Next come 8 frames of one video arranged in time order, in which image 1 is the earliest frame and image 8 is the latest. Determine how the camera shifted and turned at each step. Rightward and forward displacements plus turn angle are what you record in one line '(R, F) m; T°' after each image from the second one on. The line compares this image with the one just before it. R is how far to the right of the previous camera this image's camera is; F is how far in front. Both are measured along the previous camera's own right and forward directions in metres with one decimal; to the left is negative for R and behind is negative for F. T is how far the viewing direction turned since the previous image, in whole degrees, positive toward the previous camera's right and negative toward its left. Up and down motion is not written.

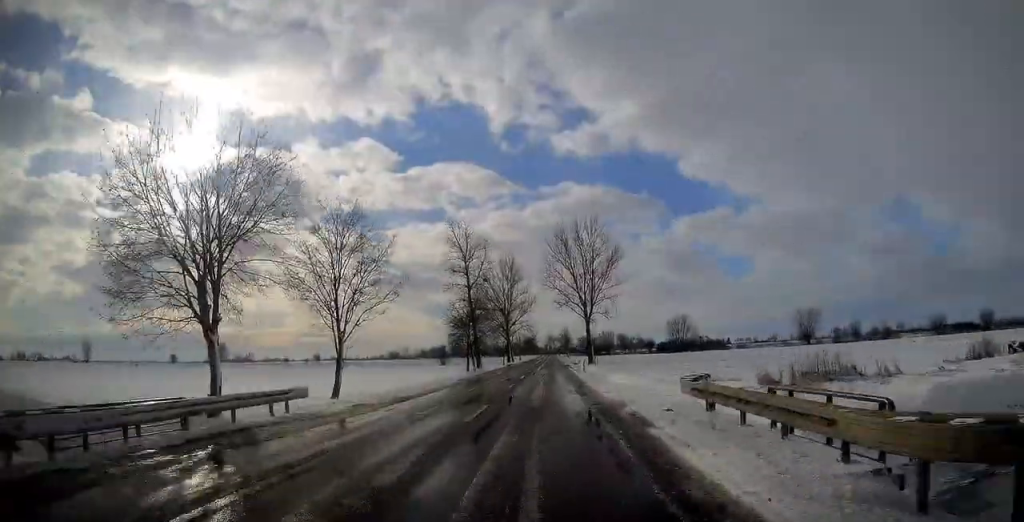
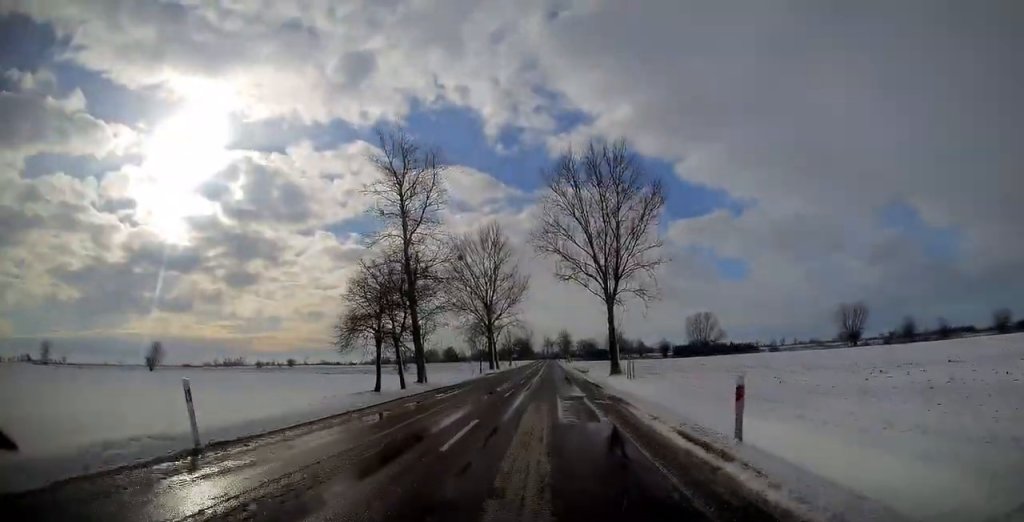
(+0.1, +39.6) m; 0°
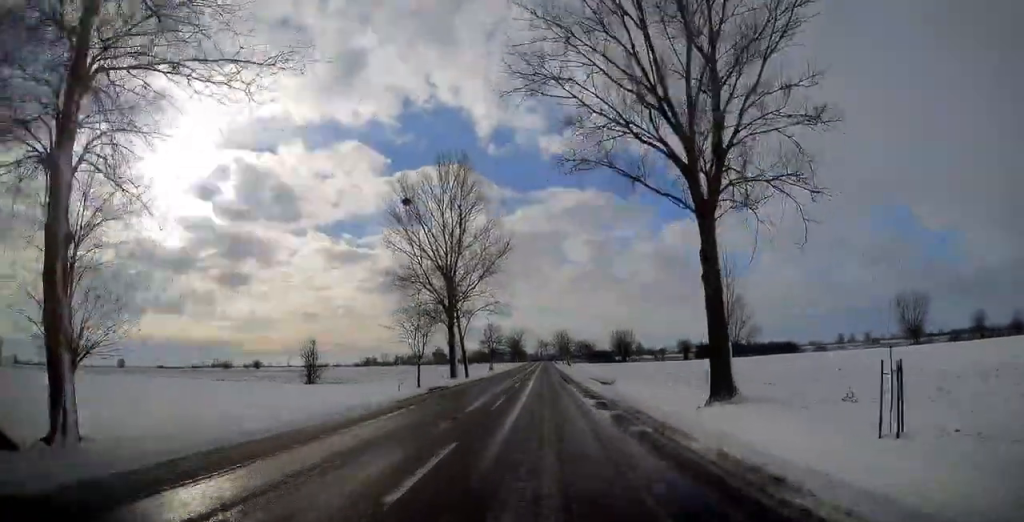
(+0.2, +39.3) m; 0°
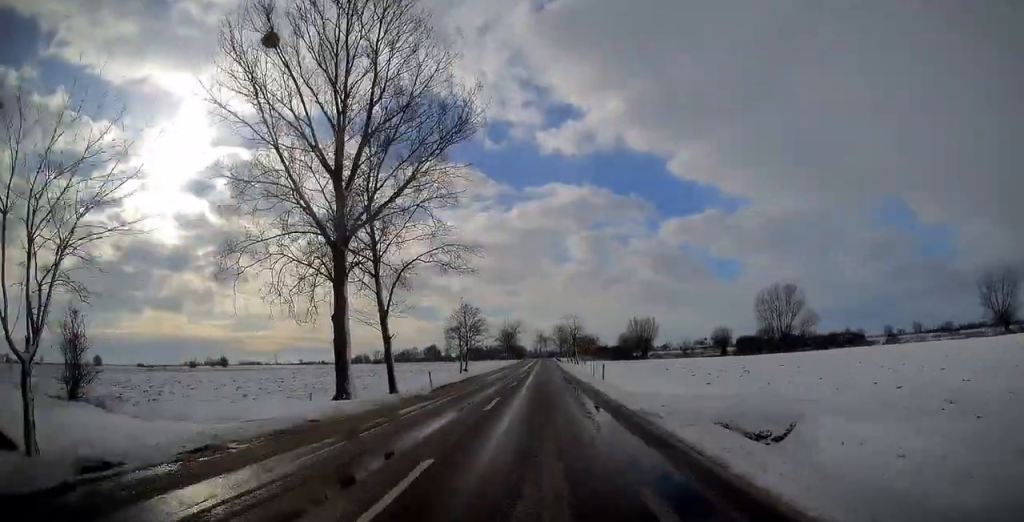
(+0.1, +37.6) m; 0°
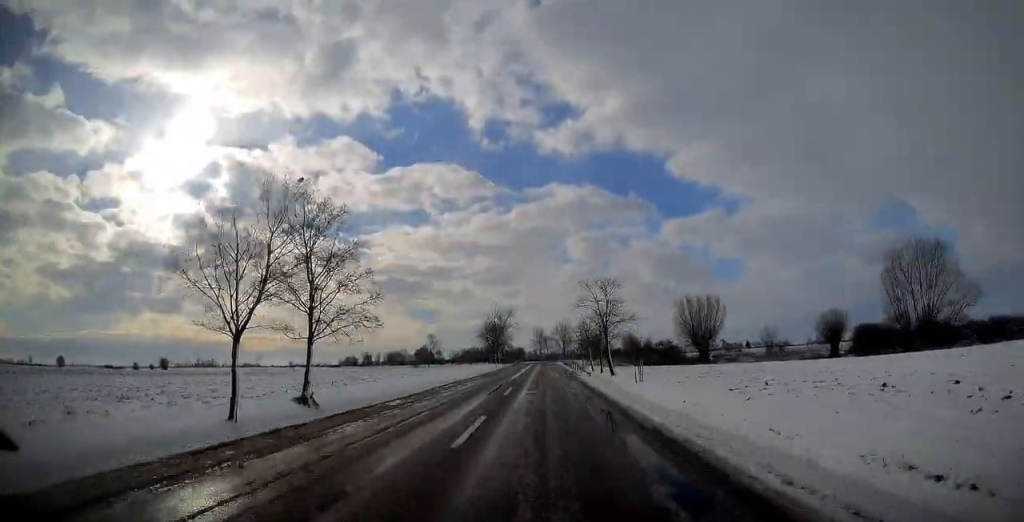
(0.0, +53.6) m; 0°
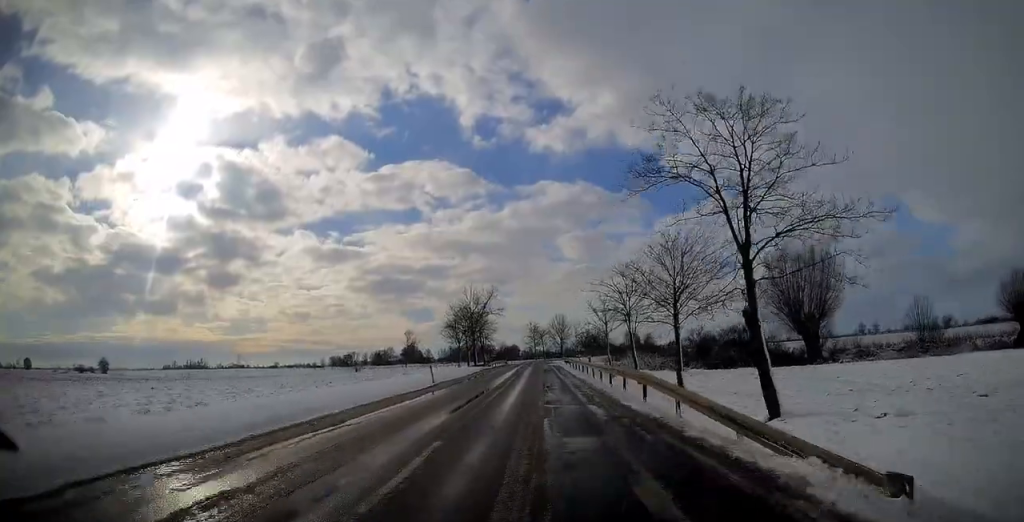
(0.0, +39.3) m; 0°
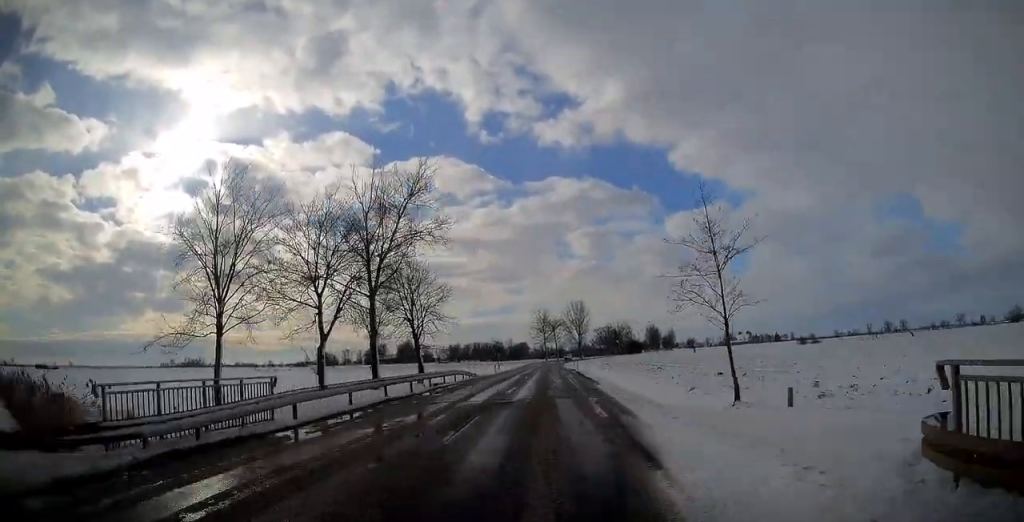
(0.0, +66.1) m; 0°
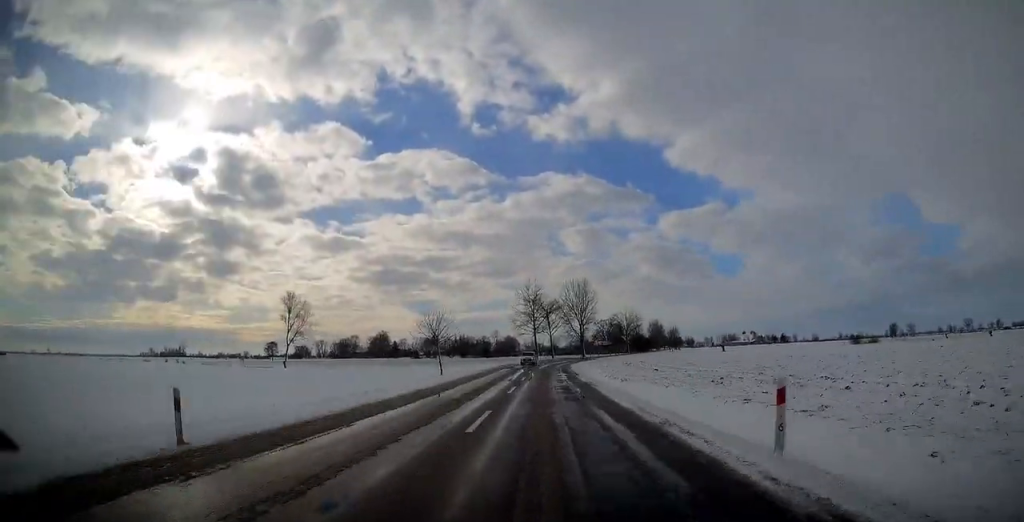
(-0.2, +57.8) m; 0°
